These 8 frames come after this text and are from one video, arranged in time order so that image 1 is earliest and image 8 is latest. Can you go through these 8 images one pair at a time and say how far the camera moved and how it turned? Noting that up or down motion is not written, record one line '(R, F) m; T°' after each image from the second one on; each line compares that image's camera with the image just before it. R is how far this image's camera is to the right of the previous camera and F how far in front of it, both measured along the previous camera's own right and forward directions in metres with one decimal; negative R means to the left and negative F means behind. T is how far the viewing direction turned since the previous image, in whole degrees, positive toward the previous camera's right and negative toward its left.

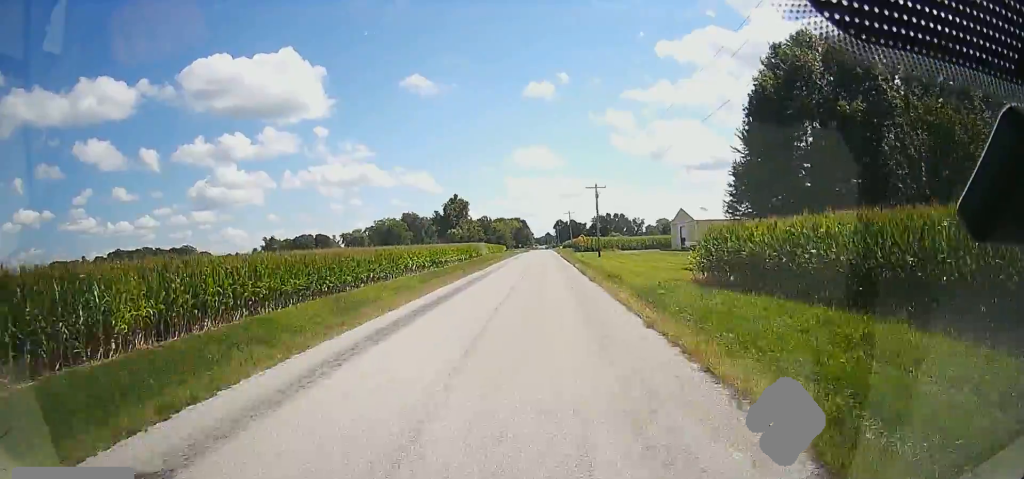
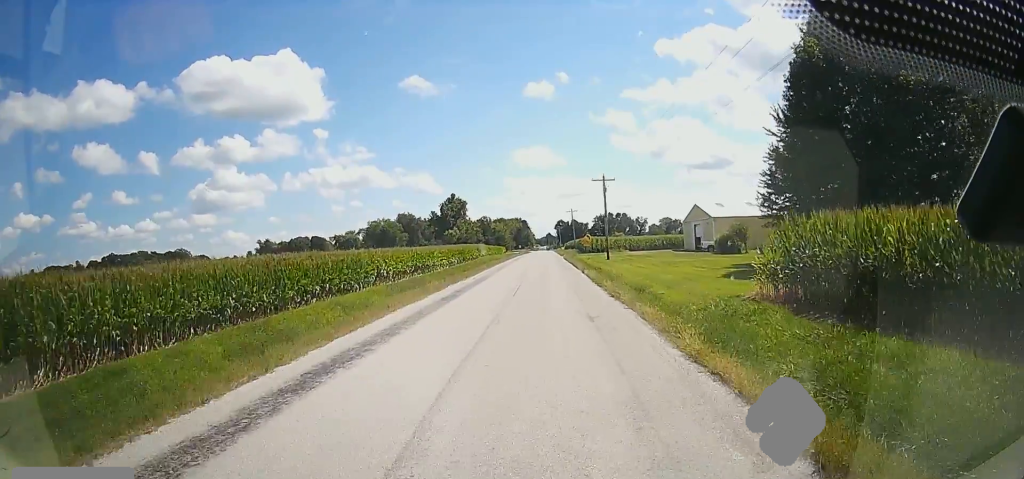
(-0.1, +7.7) m; 0°
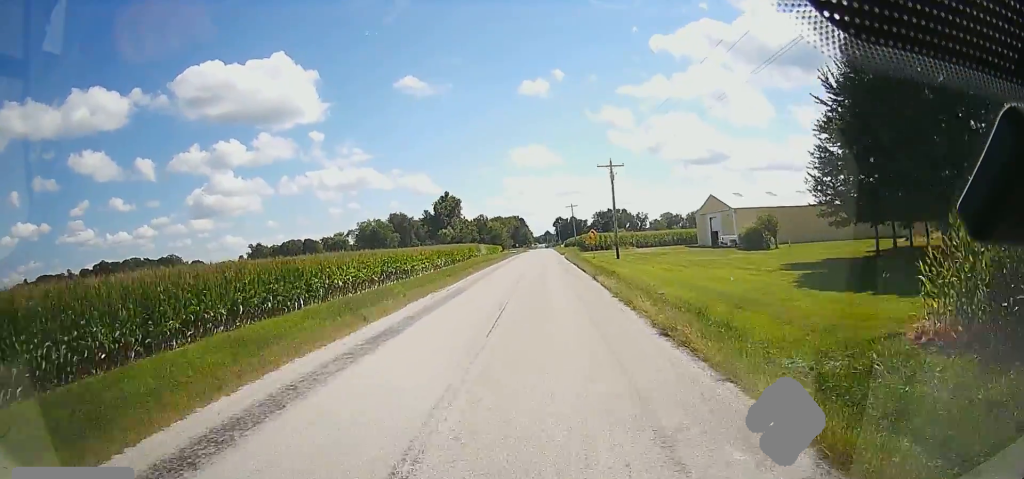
(-0.2, +8.4) m; 0°
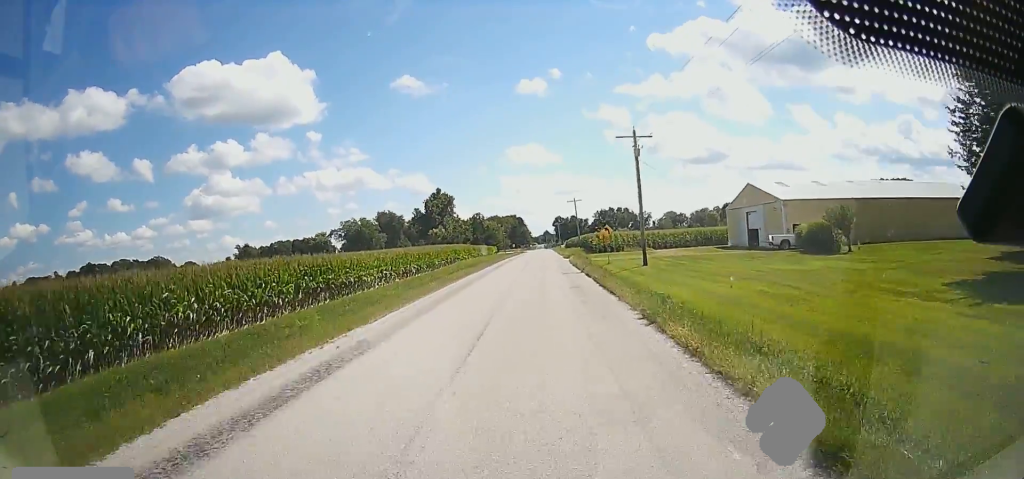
(+0.3, +14.3) m; +1°
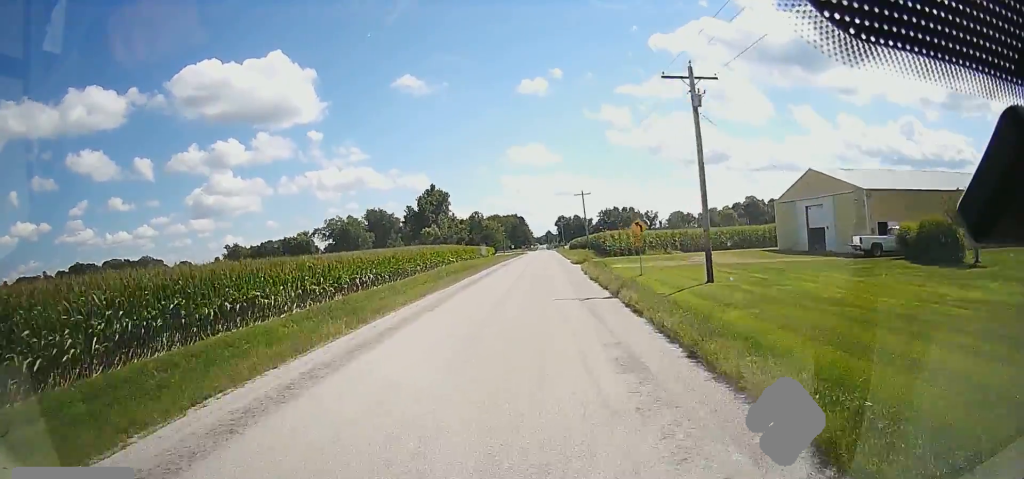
(0.0, +14.7) m; 0°
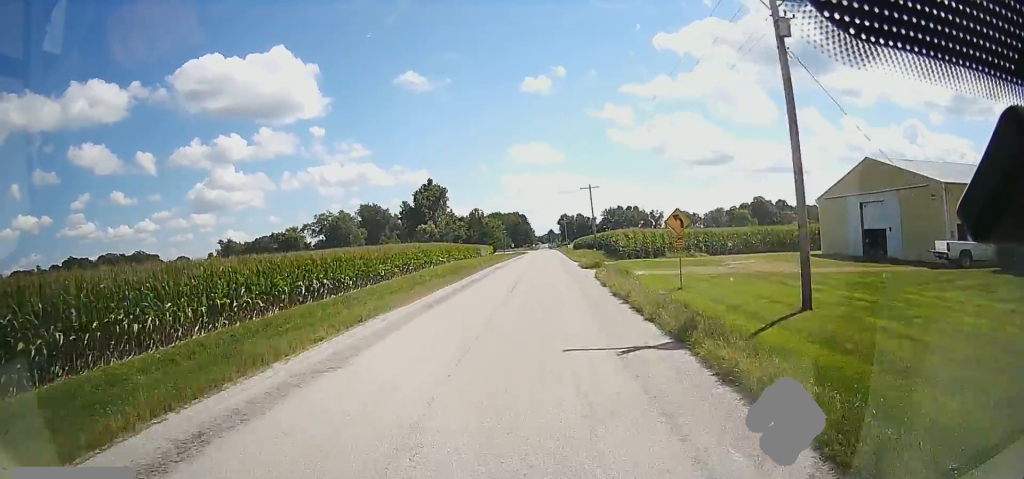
(0.0, +9.1) m; 0°
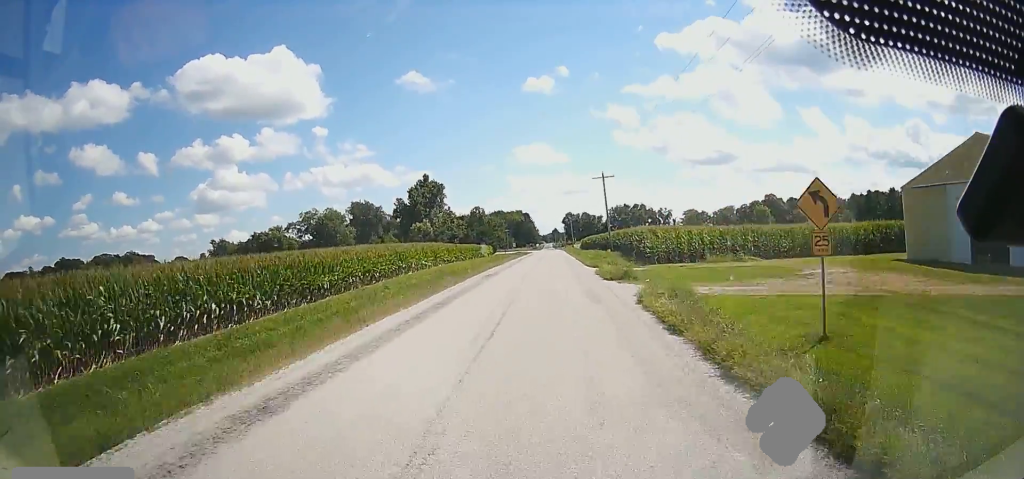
(0.0, +12.4) m; 0°
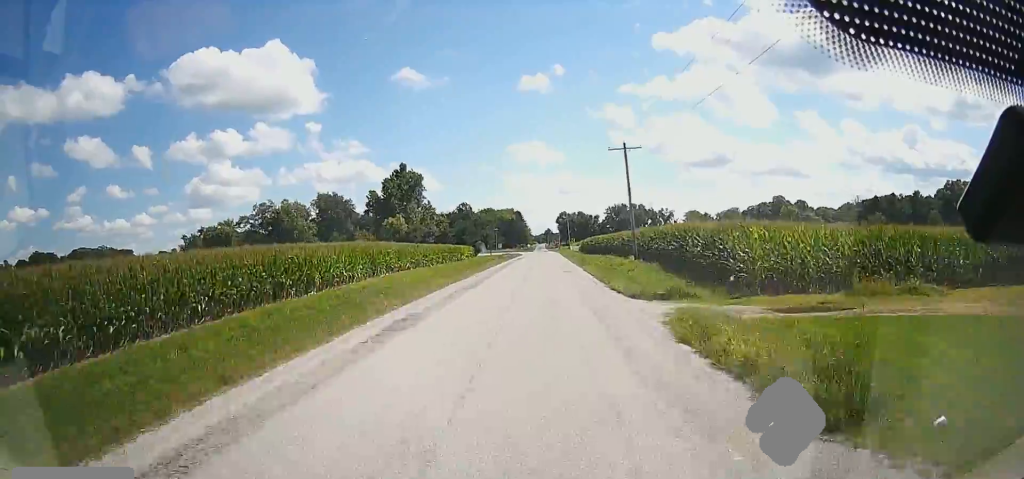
(0.0, +22.2) m; 0°
